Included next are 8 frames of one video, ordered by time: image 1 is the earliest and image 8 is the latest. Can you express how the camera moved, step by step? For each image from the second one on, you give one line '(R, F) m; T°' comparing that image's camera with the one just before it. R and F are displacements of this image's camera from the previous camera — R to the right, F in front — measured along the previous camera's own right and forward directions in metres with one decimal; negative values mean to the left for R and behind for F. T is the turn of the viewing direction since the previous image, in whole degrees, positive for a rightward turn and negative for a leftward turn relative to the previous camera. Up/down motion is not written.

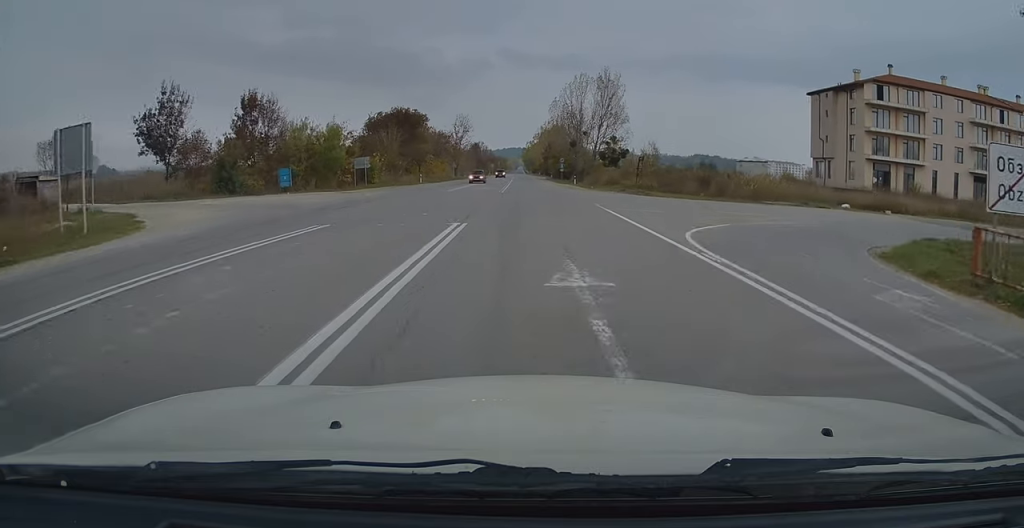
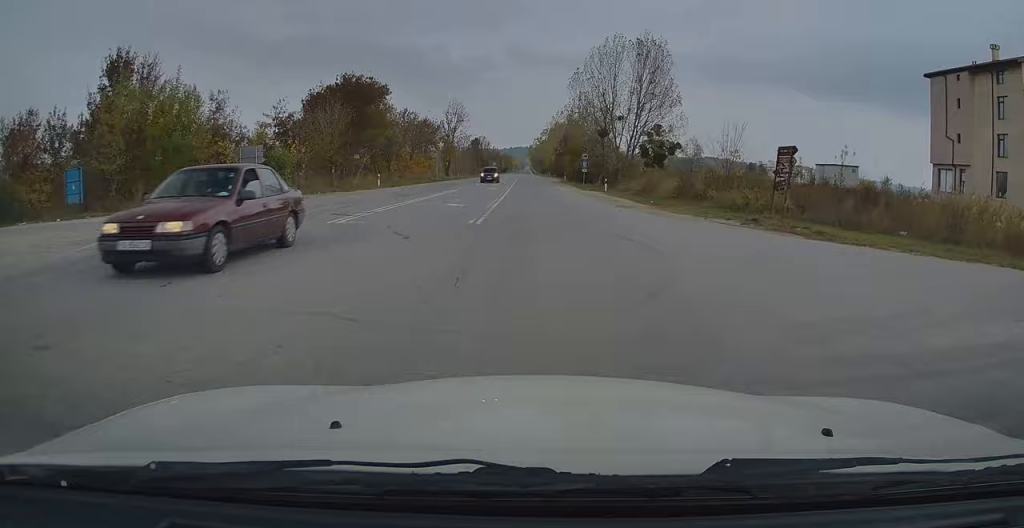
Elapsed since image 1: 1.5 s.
(-0.1, +24.1) m; 0°
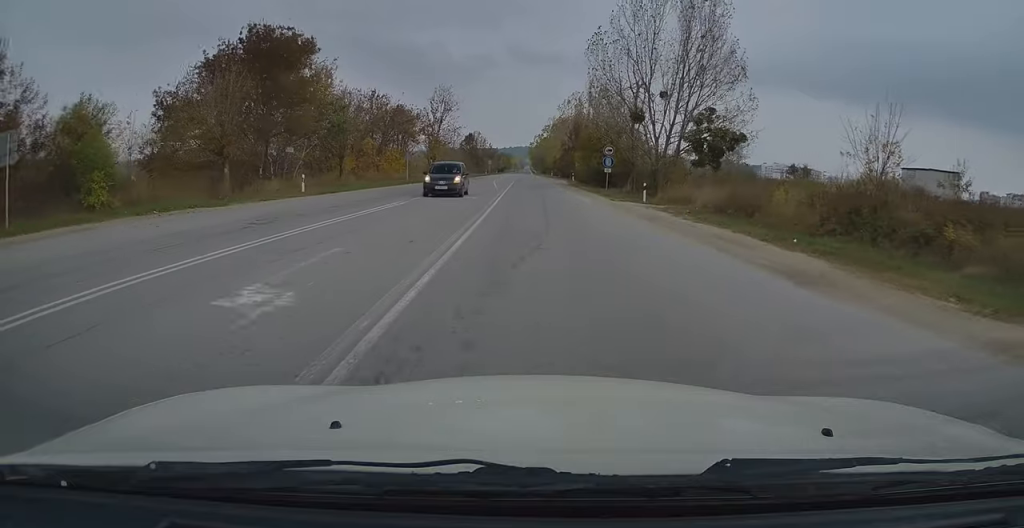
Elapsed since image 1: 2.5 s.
(+0.1, +17.5) m; 0°
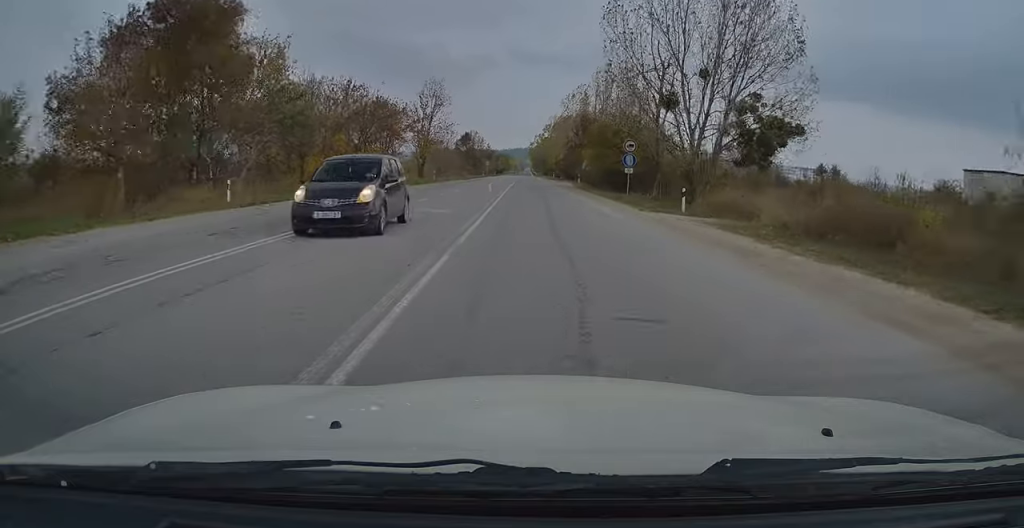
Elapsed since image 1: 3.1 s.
(-0.1, +8.8) m; 0°
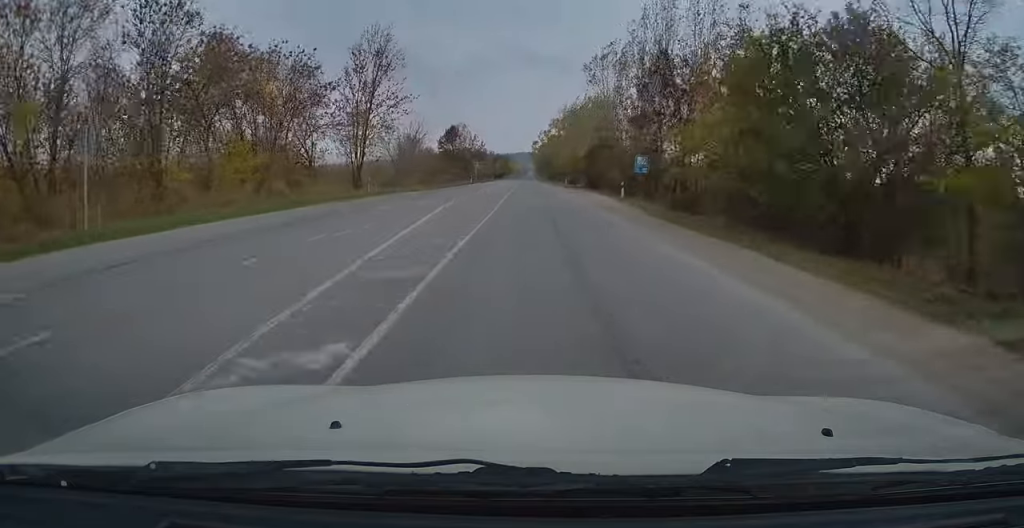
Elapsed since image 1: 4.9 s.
(0.0, +31.3) m; 0°
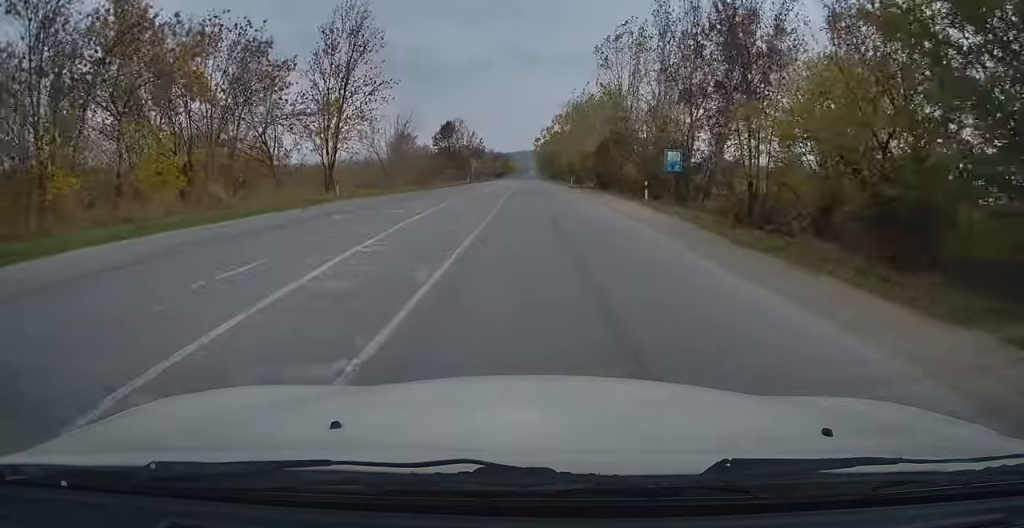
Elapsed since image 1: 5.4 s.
(0.0, +7.4) m; 0°
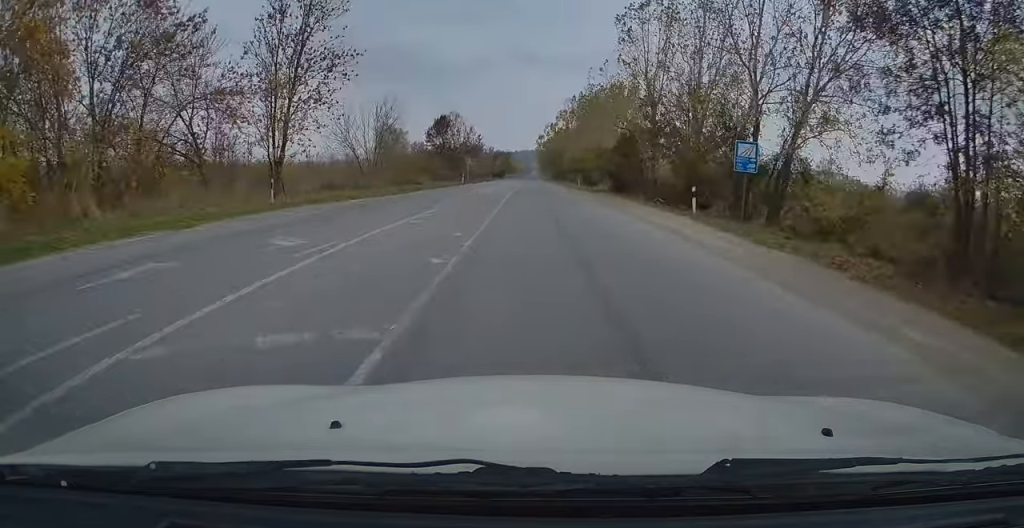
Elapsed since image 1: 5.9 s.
(0.0, +9.4) m; 0°
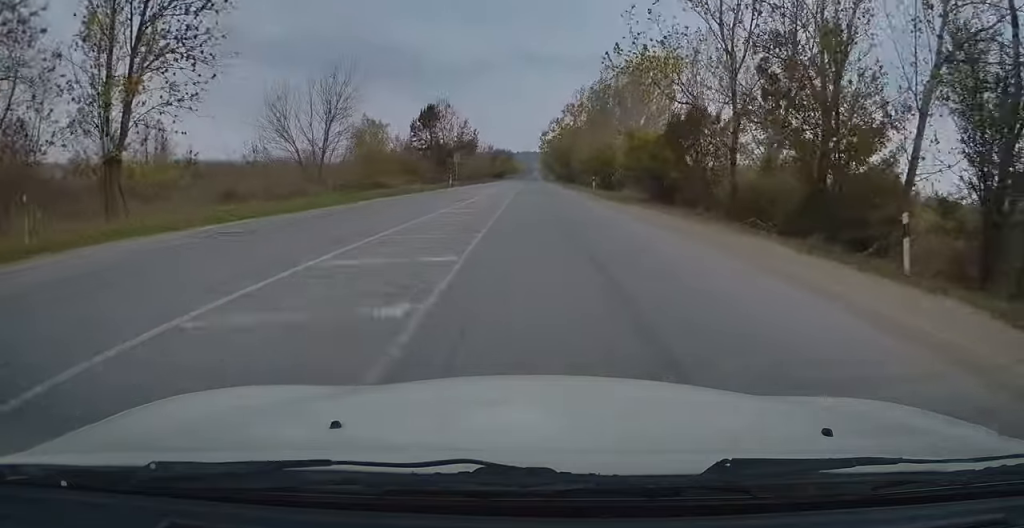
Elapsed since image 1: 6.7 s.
(-0.1, +14.2) m; 0°
